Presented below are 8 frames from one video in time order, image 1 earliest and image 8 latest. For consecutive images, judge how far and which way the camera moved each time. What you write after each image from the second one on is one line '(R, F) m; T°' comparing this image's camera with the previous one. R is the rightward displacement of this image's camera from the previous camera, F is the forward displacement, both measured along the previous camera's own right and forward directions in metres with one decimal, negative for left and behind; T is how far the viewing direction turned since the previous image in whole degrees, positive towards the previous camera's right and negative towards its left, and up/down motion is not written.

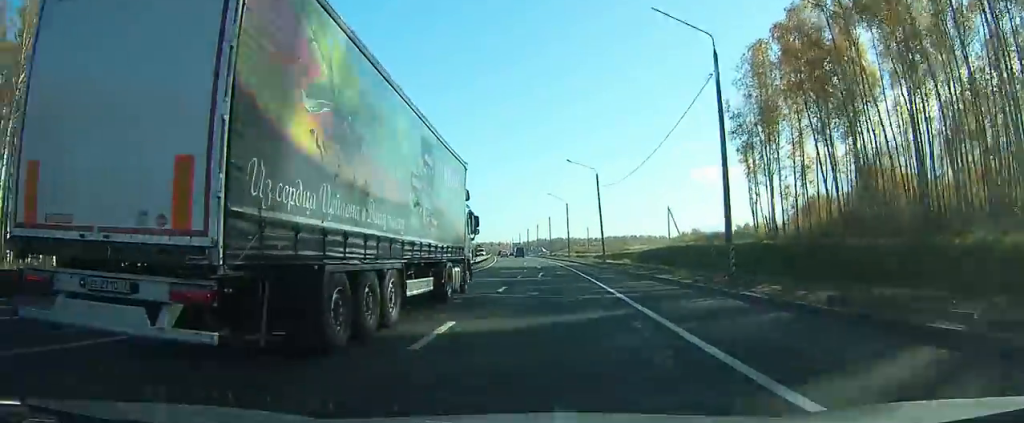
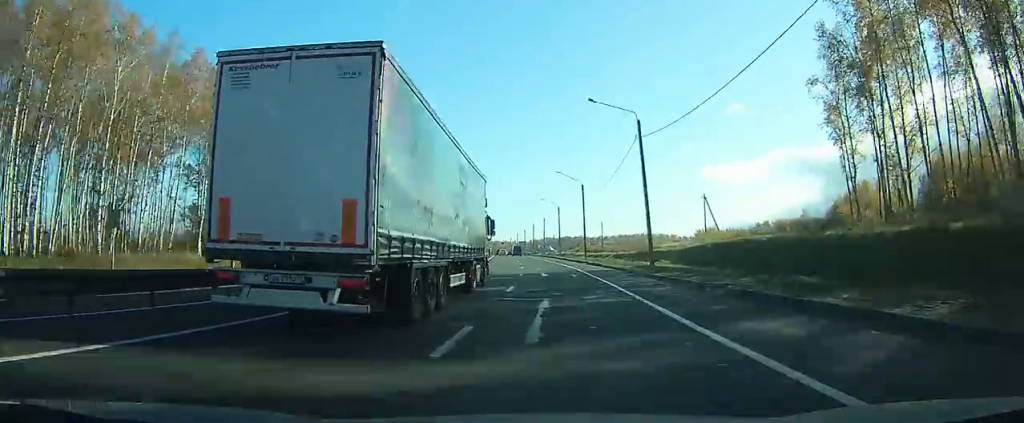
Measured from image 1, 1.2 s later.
(-0.3, +26.0) m; -1°
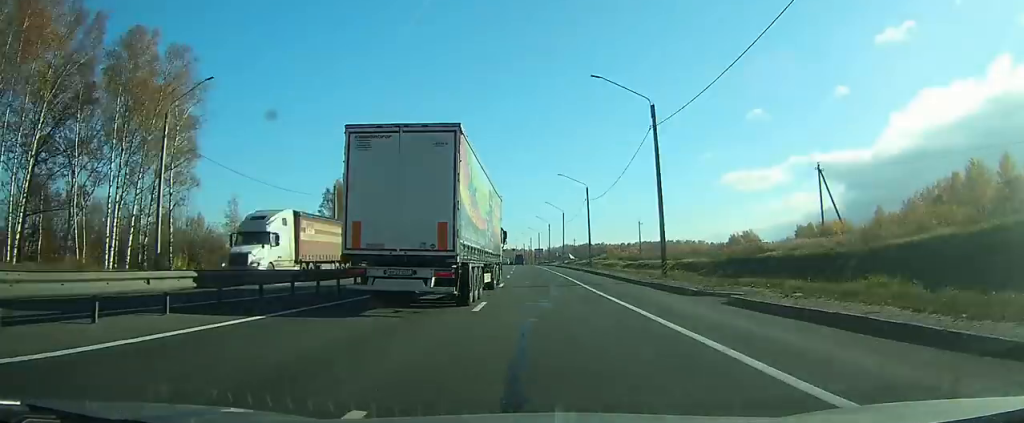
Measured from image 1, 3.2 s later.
(-0.9, +42.5) m; -2°
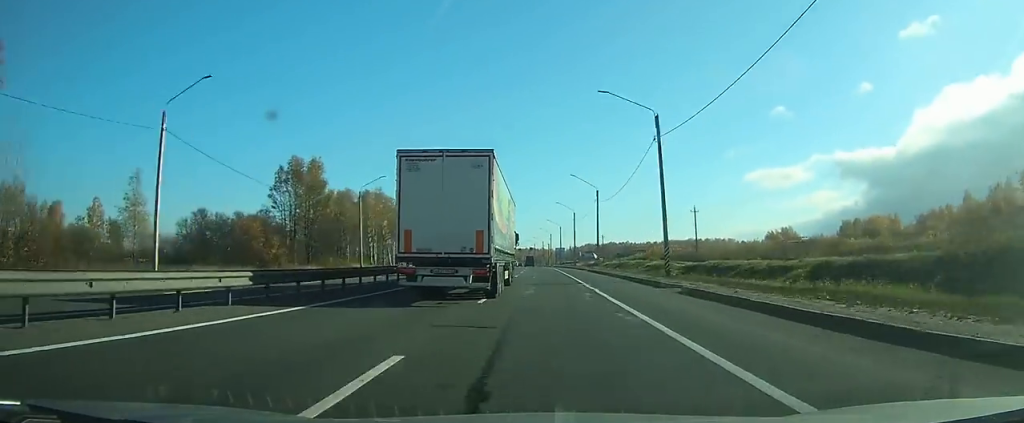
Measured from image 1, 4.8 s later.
(-0.5, +35.3) m; -1°
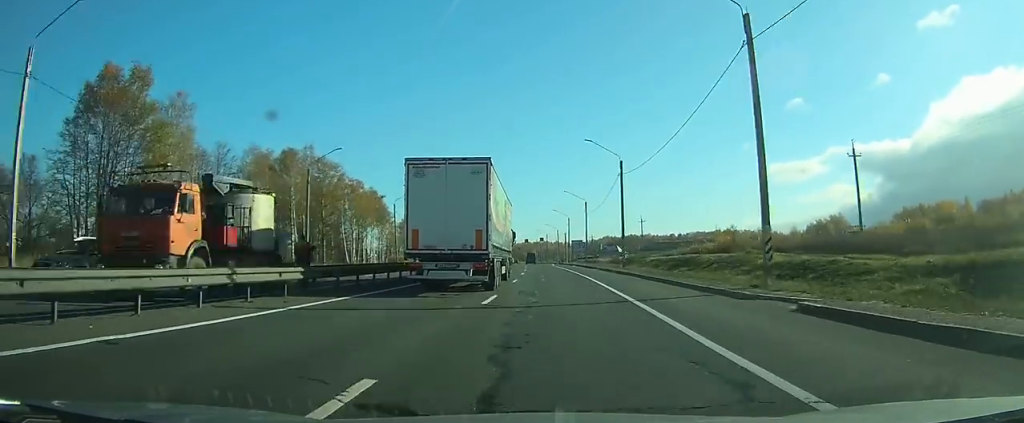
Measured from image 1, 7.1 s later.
(-0.7, +52.1) m; -1°
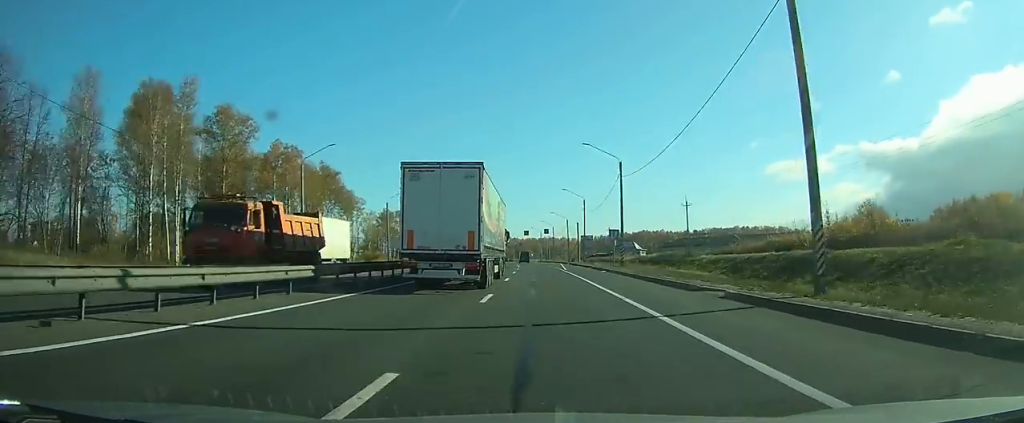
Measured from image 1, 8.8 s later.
(-0.2, +36.1) m; -1°
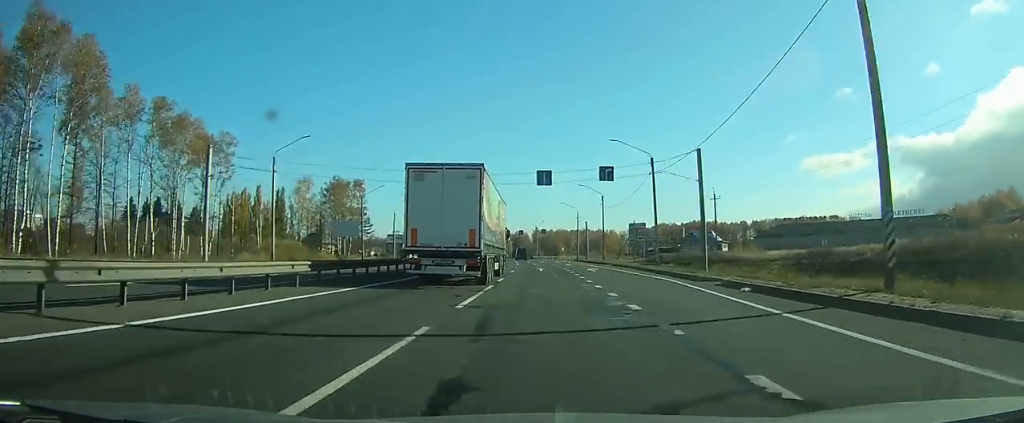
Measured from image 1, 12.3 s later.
(-1.7, +71.8) m; -3°
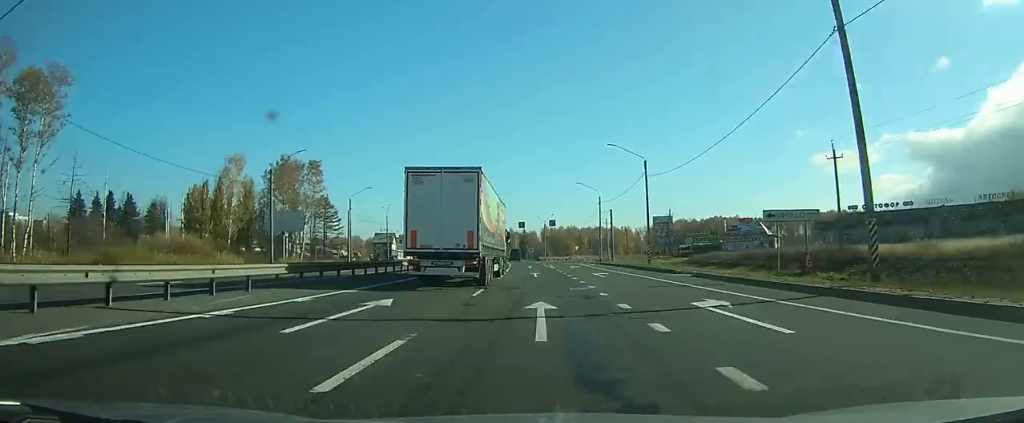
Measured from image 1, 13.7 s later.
(-0.2, +29.9) m; -1°
